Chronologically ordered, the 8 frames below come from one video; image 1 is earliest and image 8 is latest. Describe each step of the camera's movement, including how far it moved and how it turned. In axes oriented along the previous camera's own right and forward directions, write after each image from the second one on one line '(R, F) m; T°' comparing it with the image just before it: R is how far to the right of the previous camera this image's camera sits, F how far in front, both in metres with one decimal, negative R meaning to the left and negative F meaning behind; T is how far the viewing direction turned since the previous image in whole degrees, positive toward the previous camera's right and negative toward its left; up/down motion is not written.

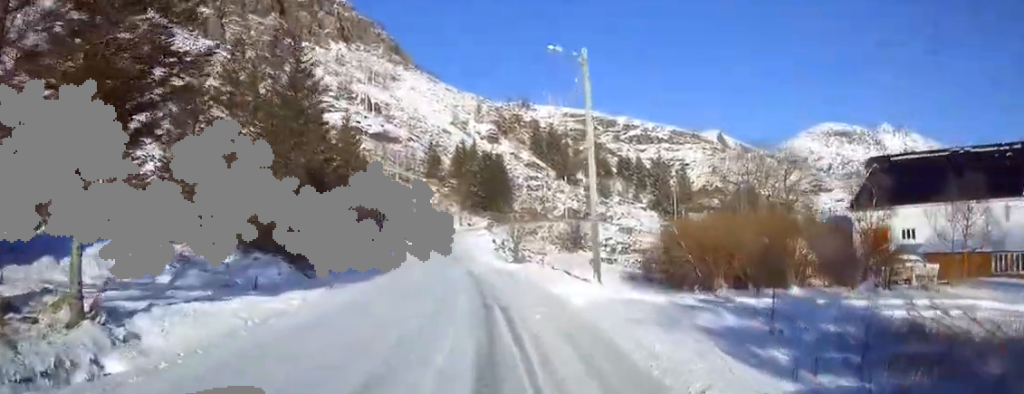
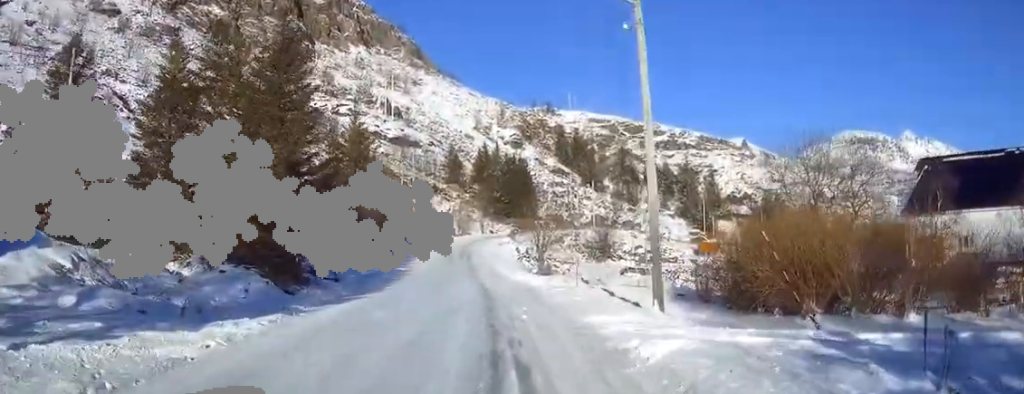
(0.0, +5.9) m; -1°
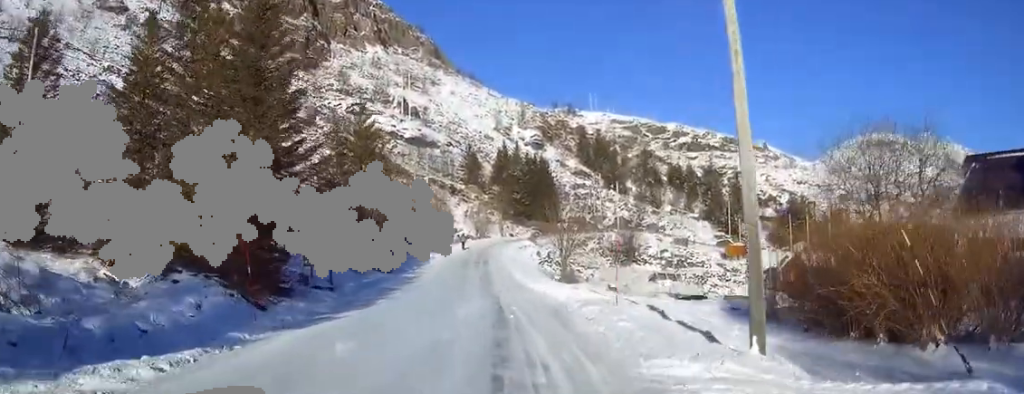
(0.0, +5.0) m; -1°
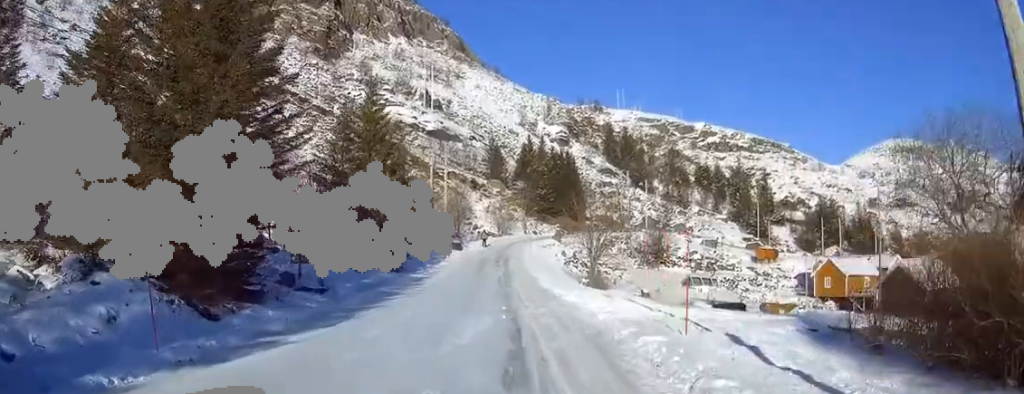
(-0.1, +5.2) m; -1°
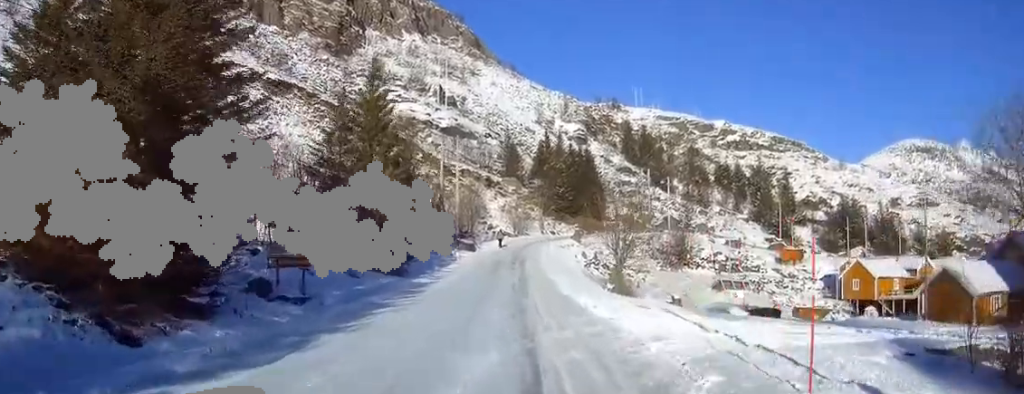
(0.0, +4.6) m; 0°
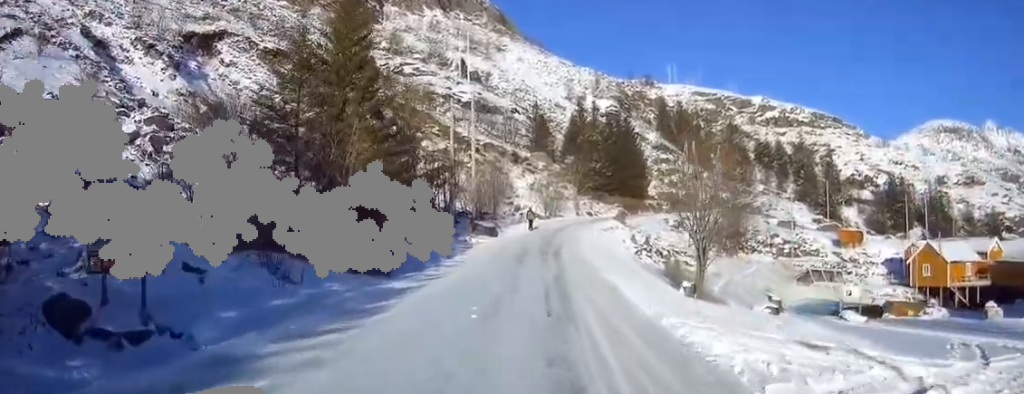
(-0.1, +12.3) m; -2°
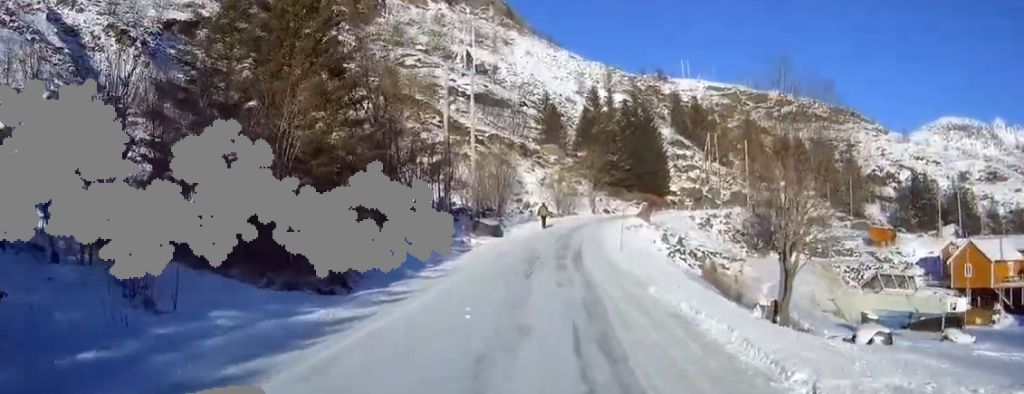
(-0.1, +7.9) m; -1°
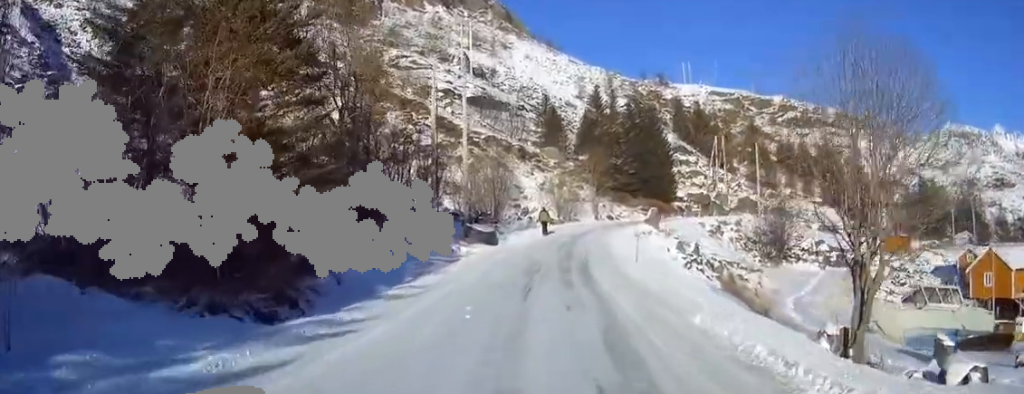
(0.0, +4.5) m; 0°
